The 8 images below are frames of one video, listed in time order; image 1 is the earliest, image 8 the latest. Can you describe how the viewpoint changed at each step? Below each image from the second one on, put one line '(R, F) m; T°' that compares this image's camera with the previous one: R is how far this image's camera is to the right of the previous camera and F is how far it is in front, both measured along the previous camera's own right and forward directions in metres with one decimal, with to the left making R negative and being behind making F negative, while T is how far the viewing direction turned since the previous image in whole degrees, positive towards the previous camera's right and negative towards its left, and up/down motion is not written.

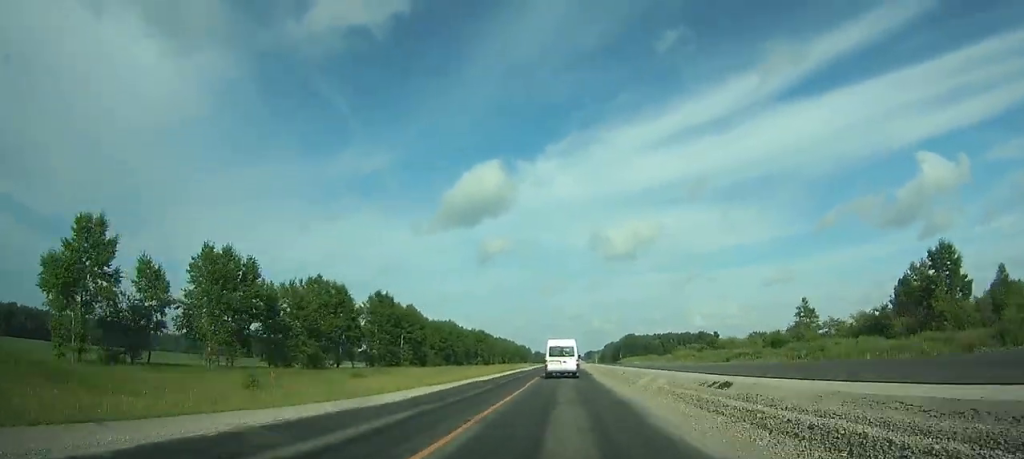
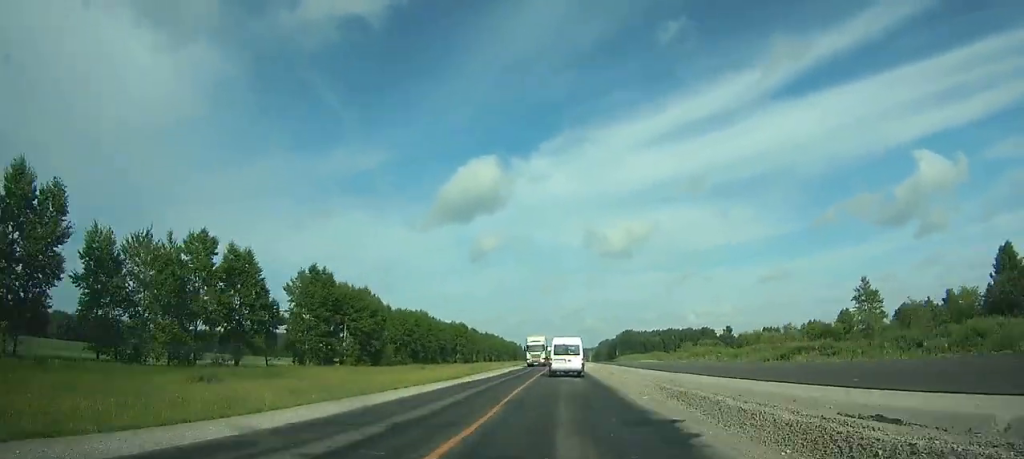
(0.0, +35.3) m; 0°
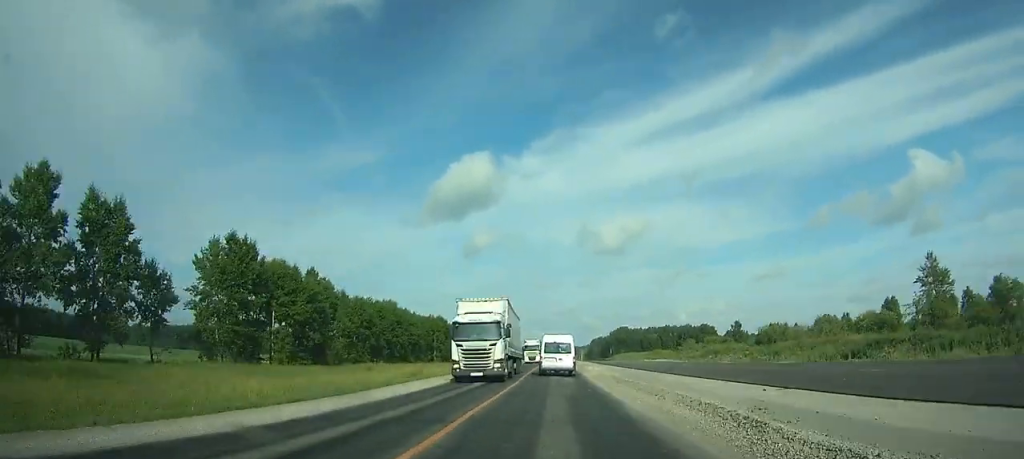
(+0.1, +26.1) m; 0°
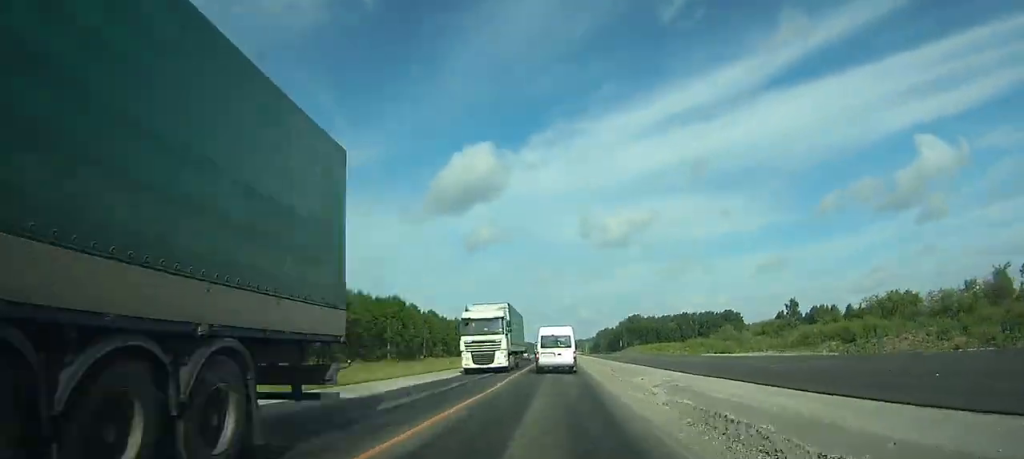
(0.0, +53.5) m; 0°
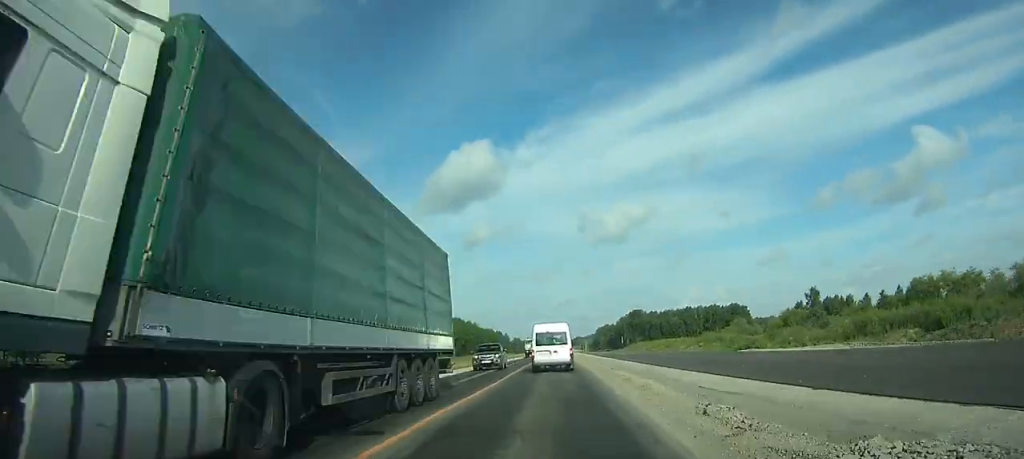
(0.0, +15.5) m; 0°
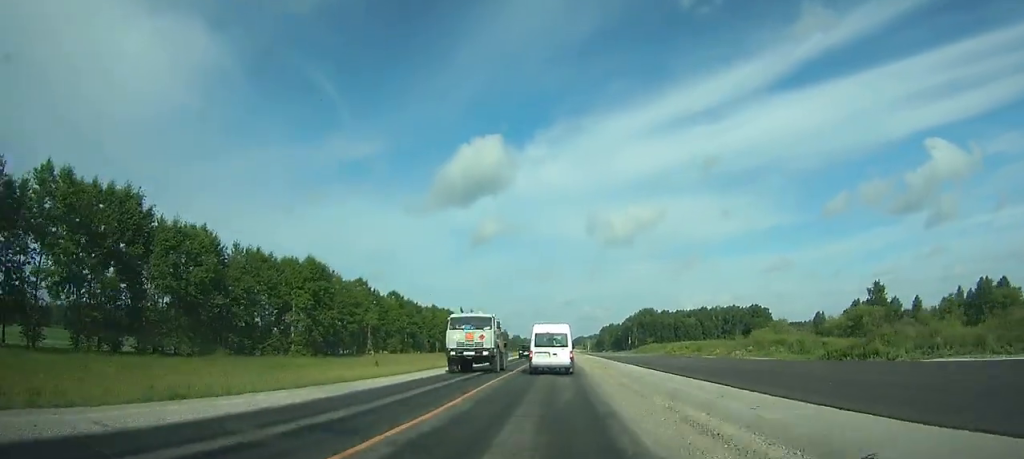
(0.0, +31.7) m; 0°
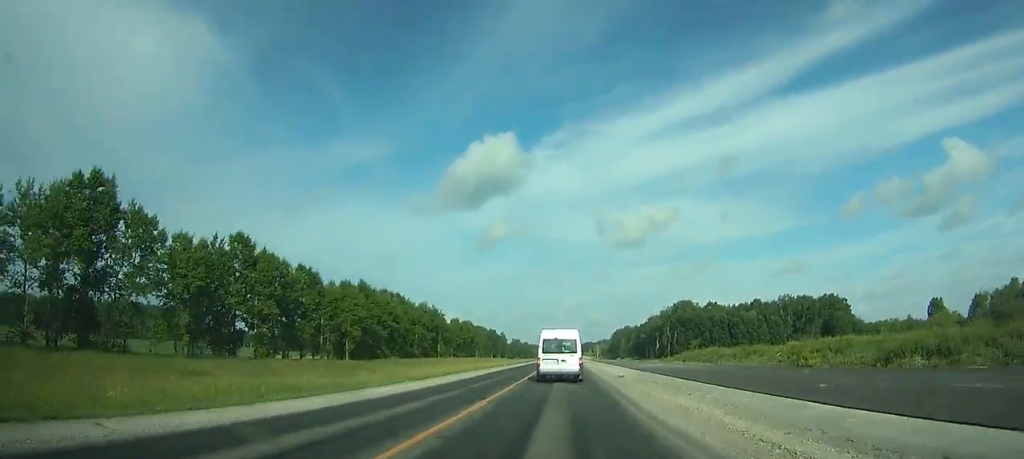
(-0.1, +86.4) m; 0°
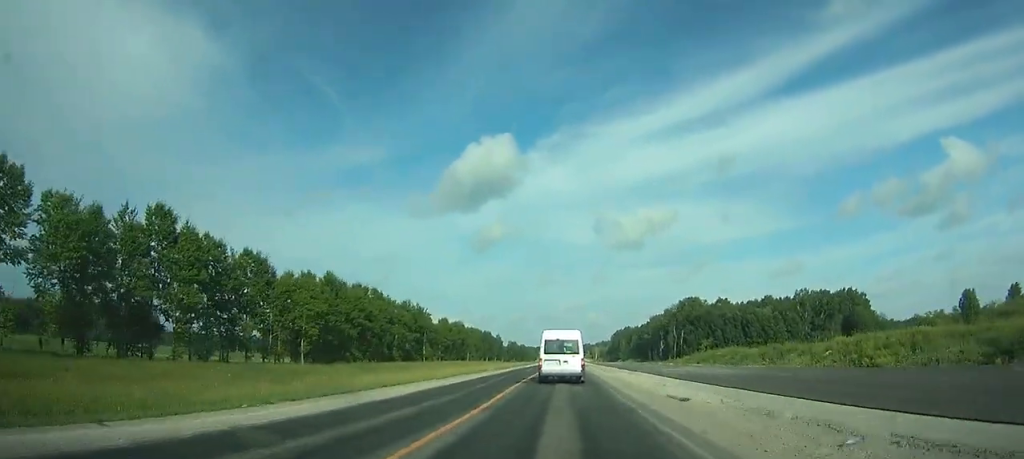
(0.0, +17.7) m; 0°
